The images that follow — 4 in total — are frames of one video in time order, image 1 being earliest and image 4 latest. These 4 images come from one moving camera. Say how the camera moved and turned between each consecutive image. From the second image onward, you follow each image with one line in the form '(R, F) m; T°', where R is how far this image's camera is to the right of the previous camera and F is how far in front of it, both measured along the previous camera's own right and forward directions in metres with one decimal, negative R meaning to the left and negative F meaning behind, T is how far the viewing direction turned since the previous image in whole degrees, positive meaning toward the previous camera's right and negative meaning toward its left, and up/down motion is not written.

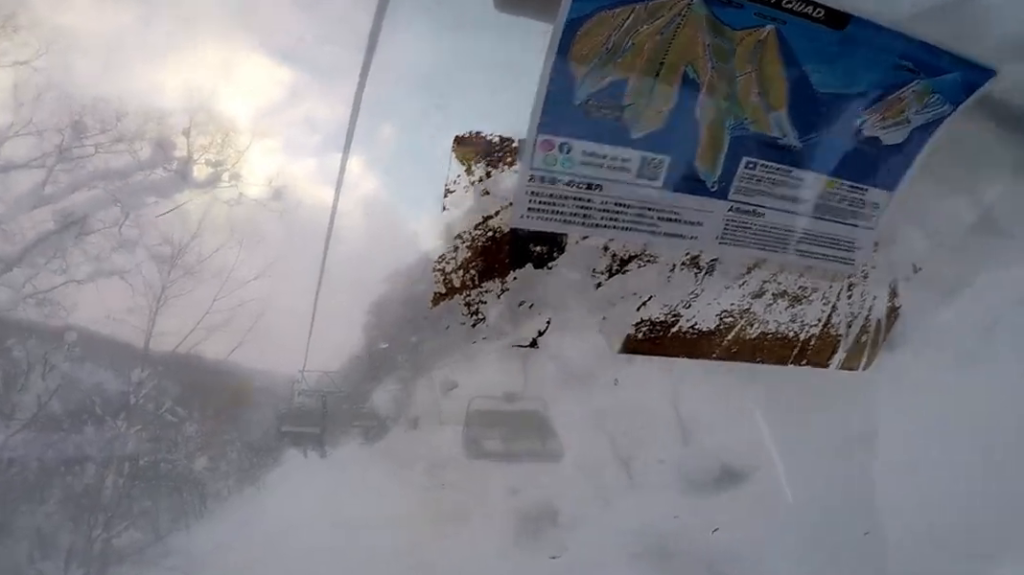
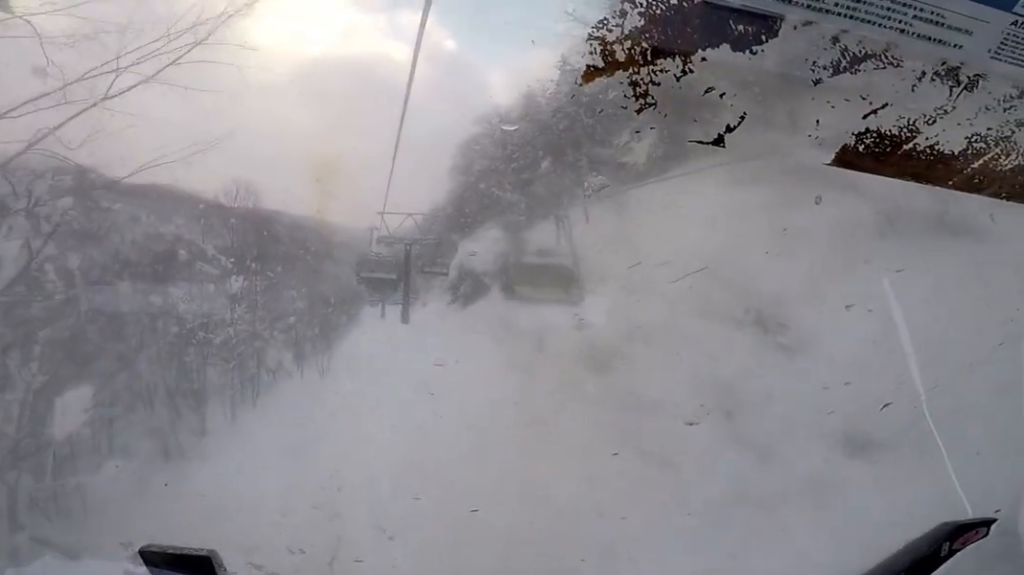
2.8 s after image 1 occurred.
(+2.1, +11.1) m; +1°
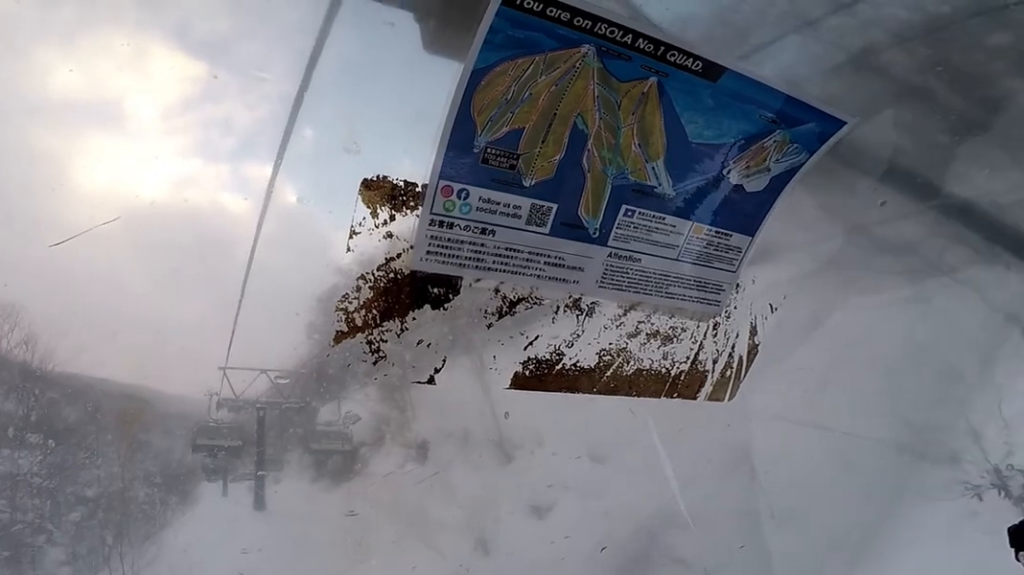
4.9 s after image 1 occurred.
(-2.2, +8.1) m; 0°
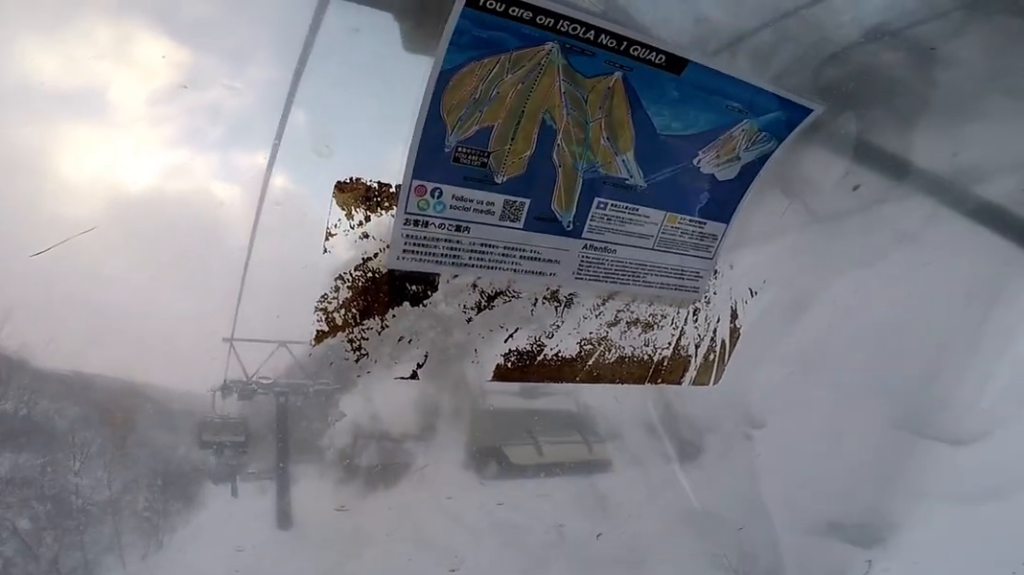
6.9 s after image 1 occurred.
(+1.5, +7.1) m; -4°
